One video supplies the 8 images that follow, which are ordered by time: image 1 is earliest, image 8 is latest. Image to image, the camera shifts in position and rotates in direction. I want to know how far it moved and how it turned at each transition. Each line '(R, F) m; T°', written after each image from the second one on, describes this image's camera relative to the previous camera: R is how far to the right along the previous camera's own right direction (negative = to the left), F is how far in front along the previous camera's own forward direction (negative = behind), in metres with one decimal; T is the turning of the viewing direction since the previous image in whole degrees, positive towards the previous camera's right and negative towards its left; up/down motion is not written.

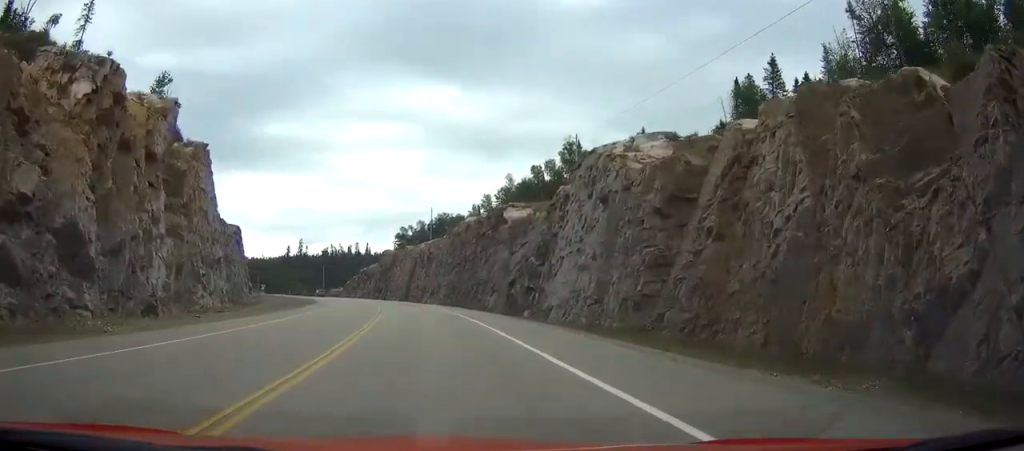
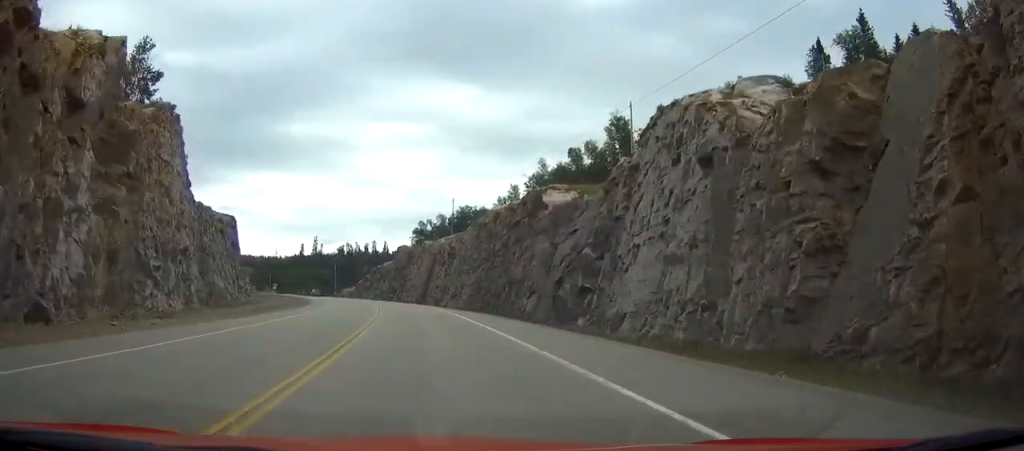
(-0.3, +17.0) m; -2°
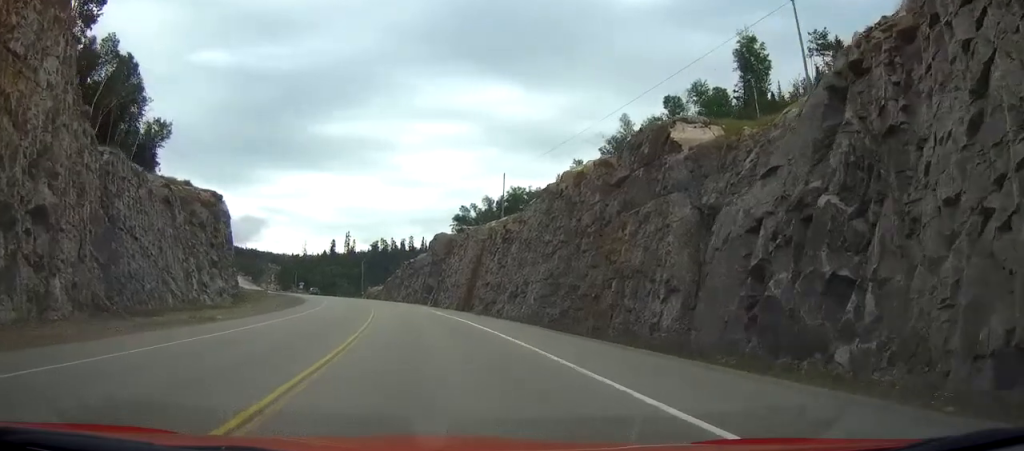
(-0.8, +30.8) m; -4°
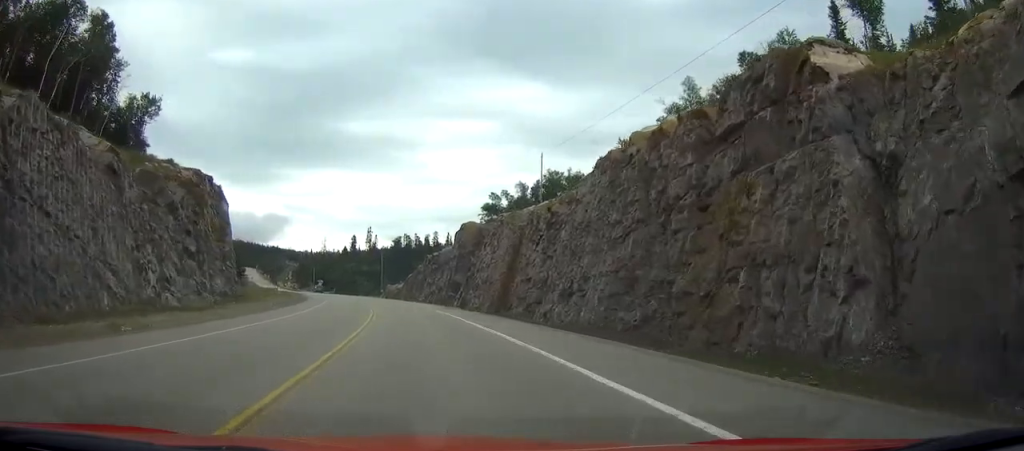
(0.0, +15.9) m; -2°
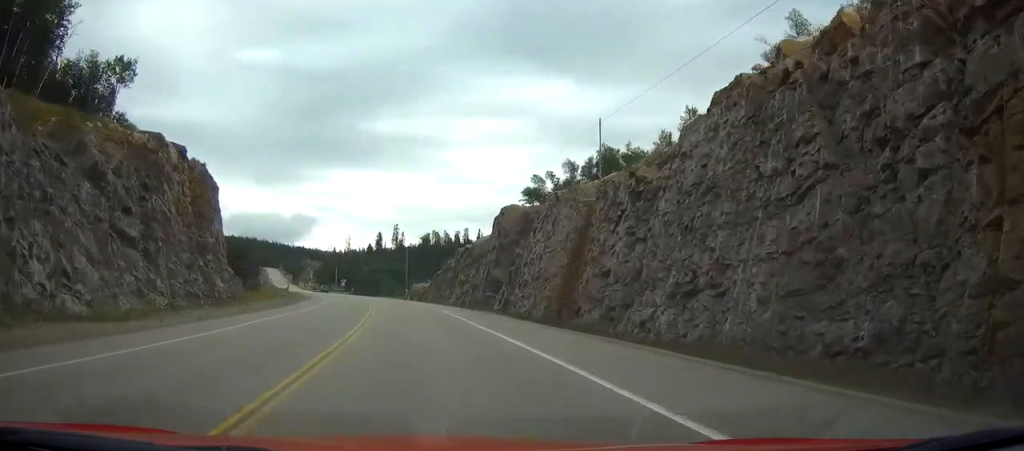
(-0.7, +20.1) m; -3°
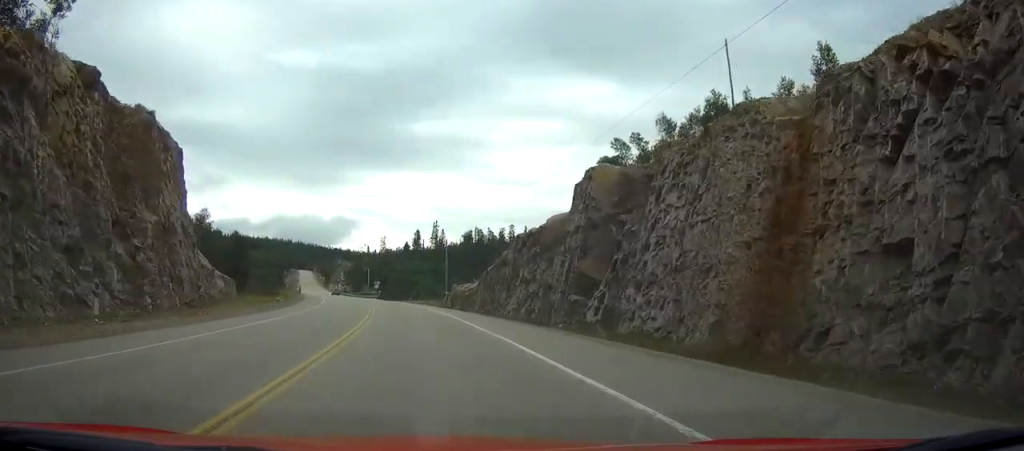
(-1.1, +28.6) m; -4°
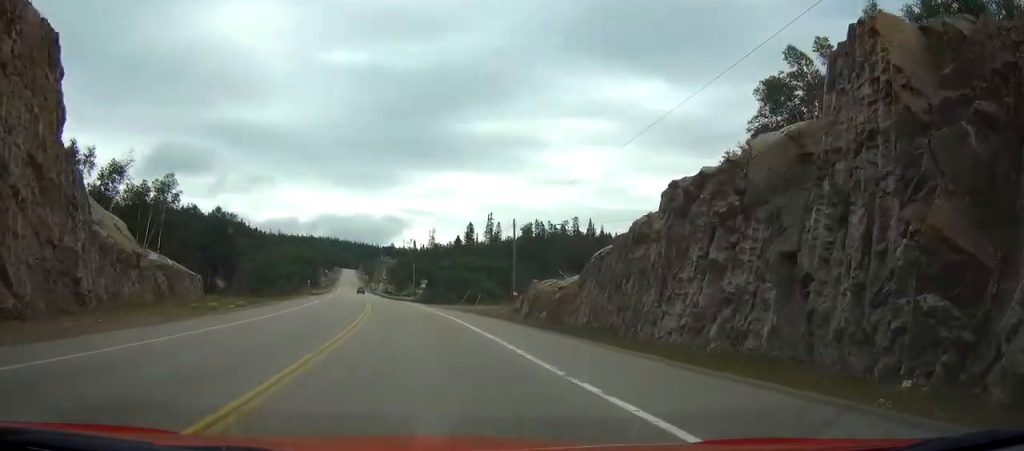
(-1.2, +35.1) m; -4°
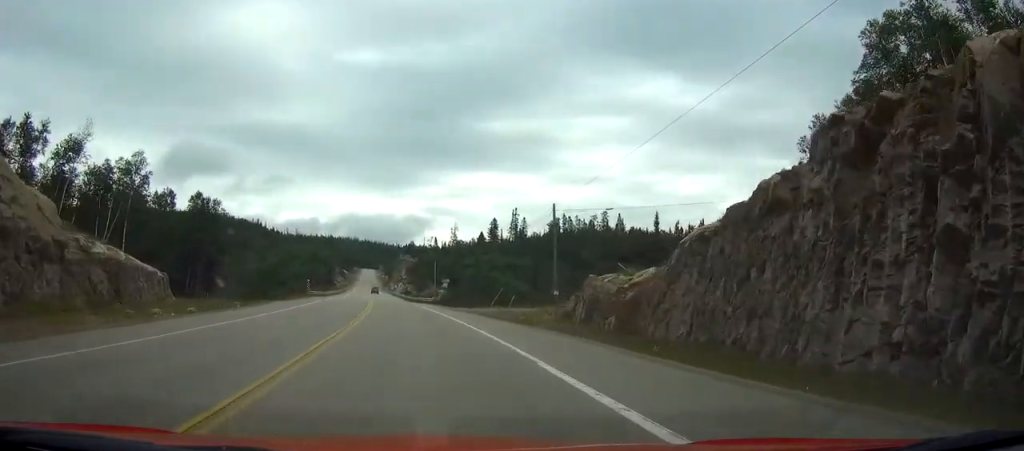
(-0.1, +14.9) m; -2°
